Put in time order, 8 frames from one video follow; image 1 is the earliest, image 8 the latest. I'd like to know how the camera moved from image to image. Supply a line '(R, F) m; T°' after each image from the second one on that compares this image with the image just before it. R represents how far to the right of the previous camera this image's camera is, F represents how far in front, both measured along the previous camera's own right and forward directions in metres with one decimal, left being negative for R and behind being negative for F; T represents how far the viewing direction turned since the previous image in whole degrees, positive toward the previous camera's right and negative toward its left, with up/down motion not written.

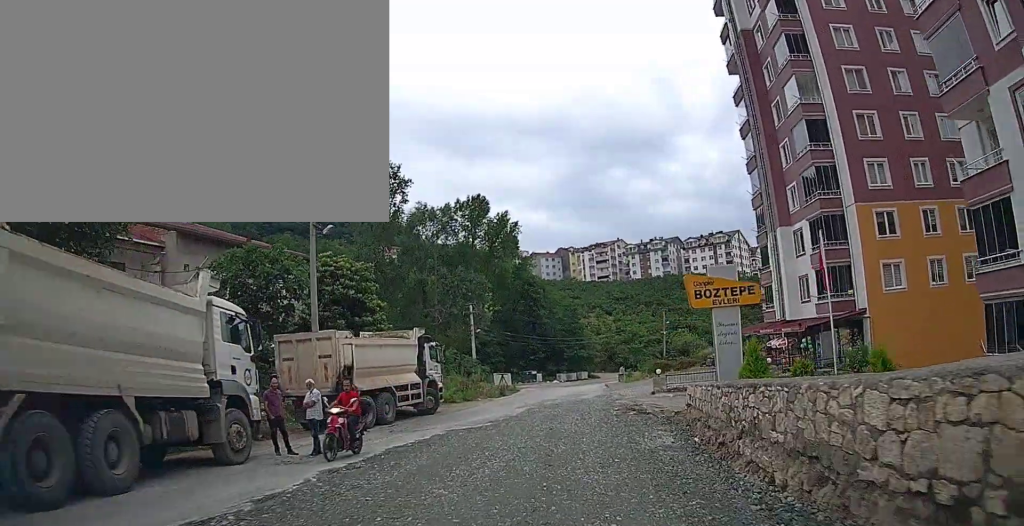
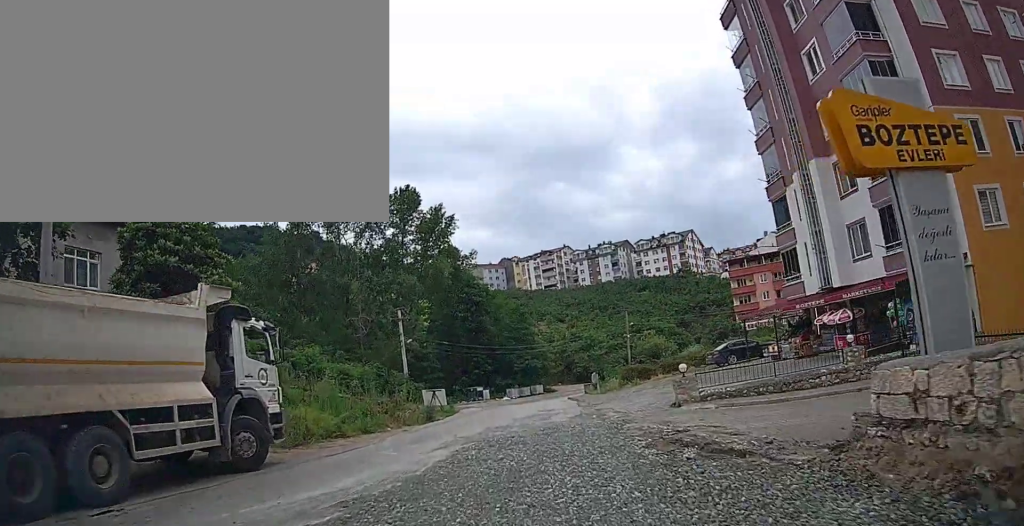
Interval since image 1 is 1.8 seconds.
(+1.0, +12.4) m; +7°
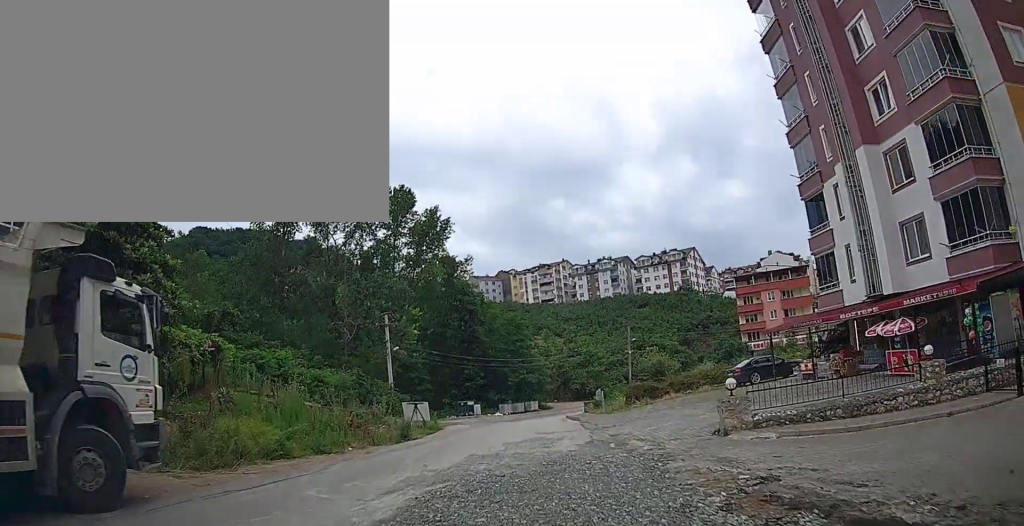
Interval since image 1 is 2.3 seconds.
(+0.1, +3.9) m; -1°
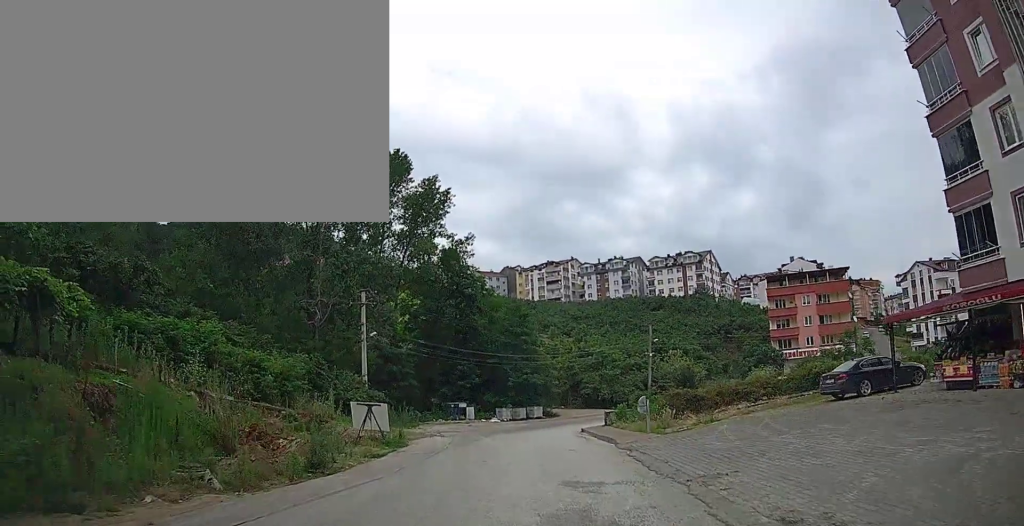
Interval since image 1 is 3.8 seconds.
(-0.3, +10.0) m; -4°
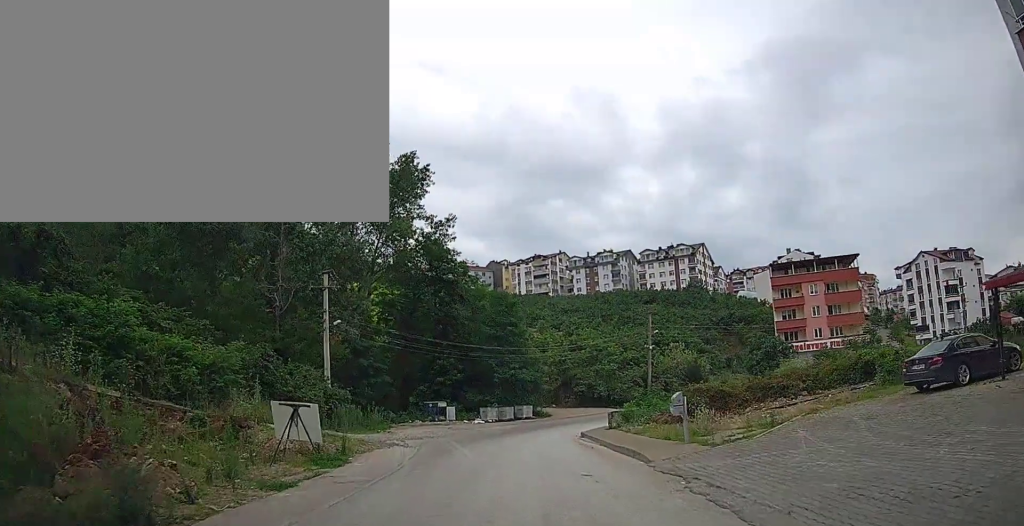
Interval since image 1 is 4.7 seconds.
(-0.1, +5.9) m; -1°
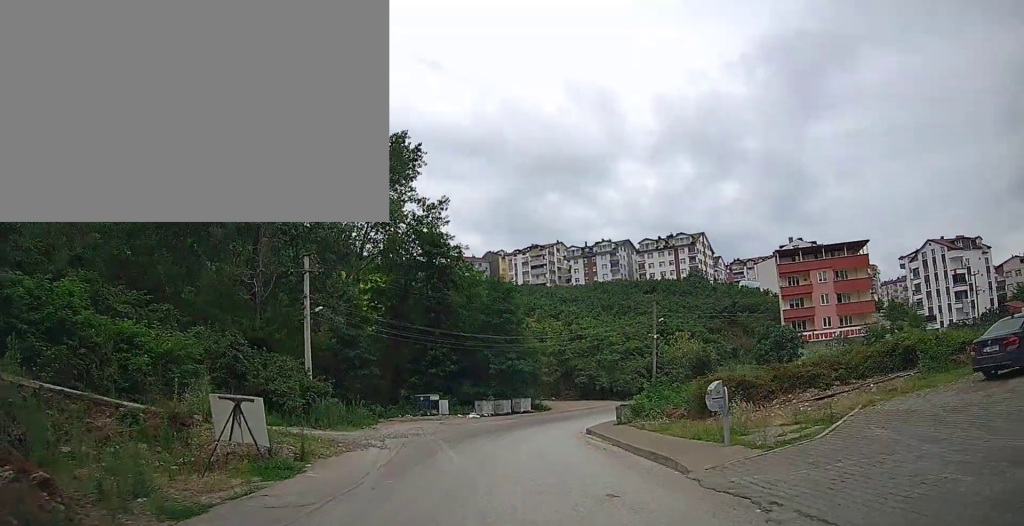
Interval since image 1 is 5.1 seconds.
(0.0, +3.3) m; +1°
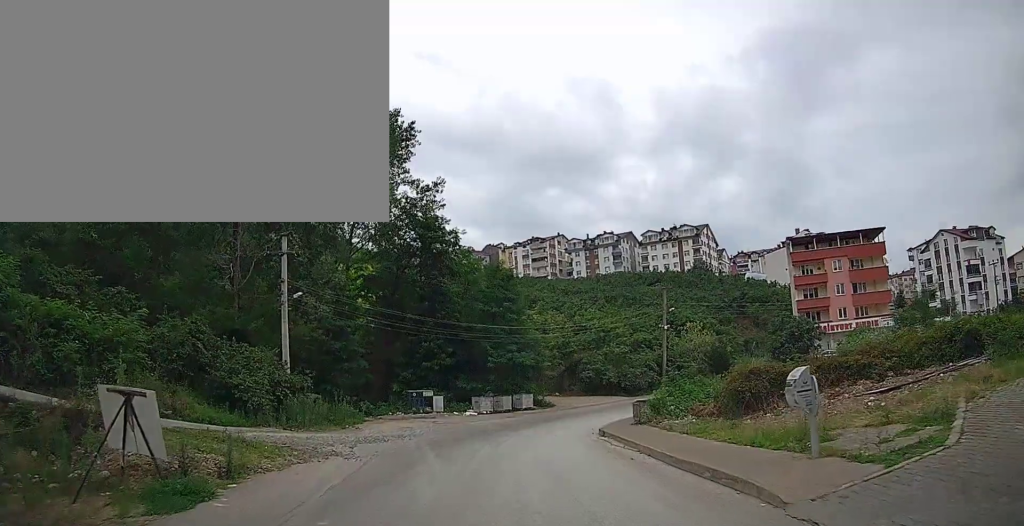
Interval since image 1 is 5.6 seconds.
(0.0, +3.3) m; +1°
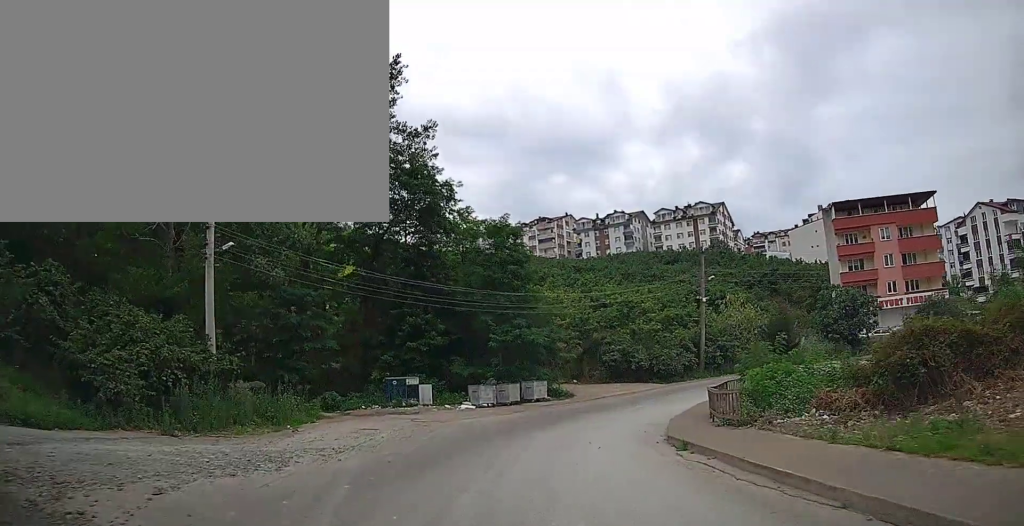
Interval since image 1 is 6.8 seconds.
(+0.3, +9.1) m; +2°
